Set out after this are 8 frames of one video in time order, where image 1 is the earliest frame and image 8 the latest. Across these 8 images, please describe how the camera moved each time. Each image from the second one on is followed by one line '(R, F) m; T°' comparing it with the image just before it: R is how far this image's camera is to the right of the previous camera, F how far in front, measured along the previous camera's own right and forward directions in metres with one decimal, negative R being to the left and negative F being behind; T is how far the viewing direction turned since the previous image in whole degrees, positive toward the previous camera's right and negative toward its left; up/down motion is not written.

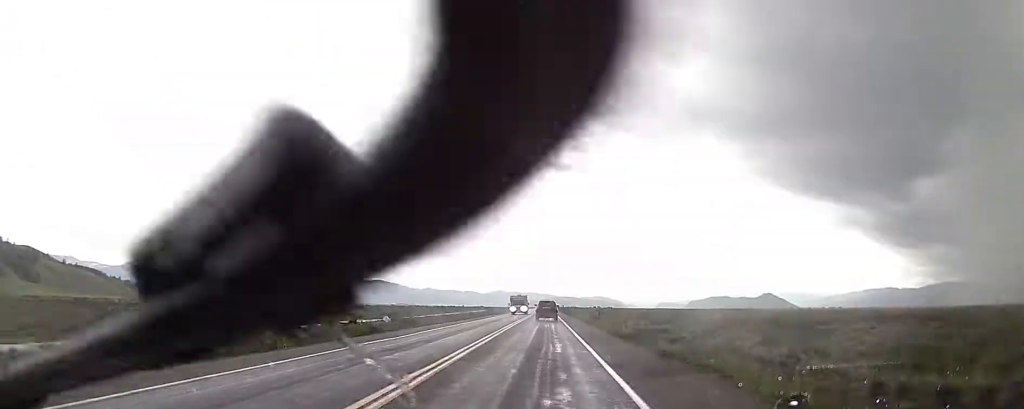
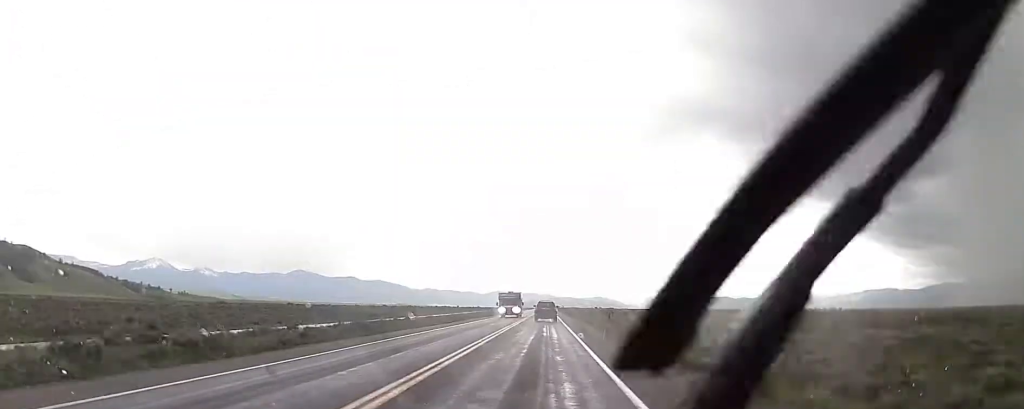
(-0.1, +11.7) m; 0°
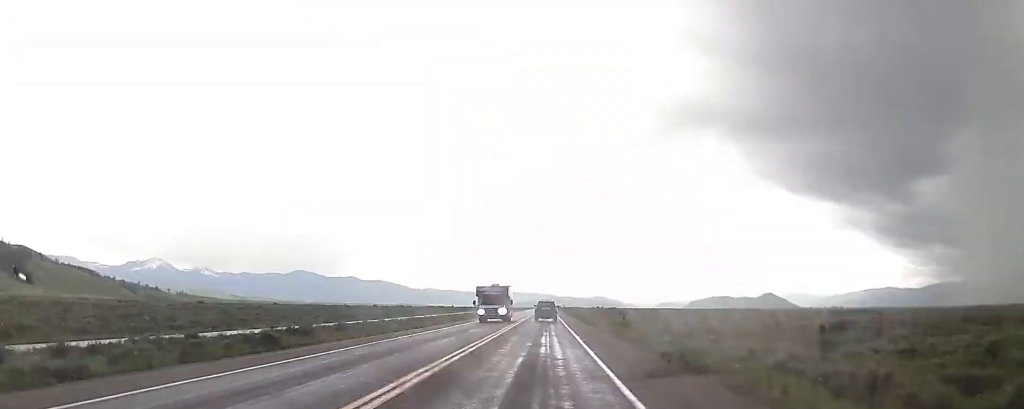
(+0.2, +11.5) m; 0°
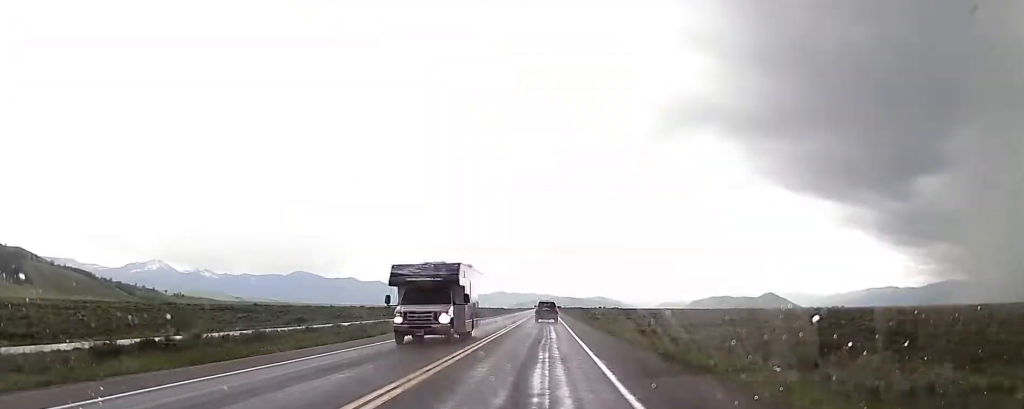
(+0.1, +13.8) m; 0°
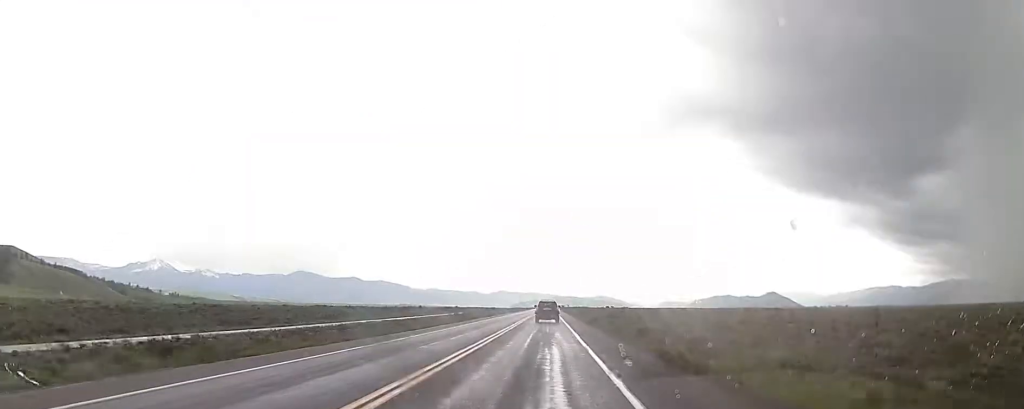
(-0.1, +34.5) m; 0°
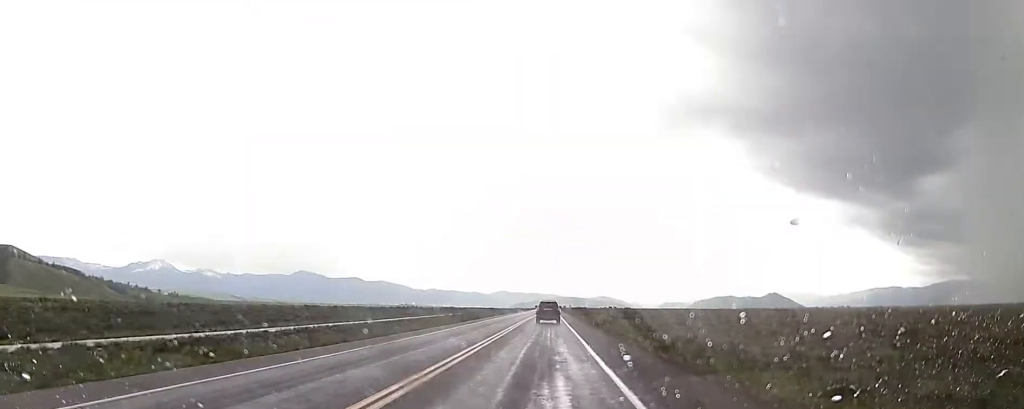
(+0.2, +9.2) m; 0°
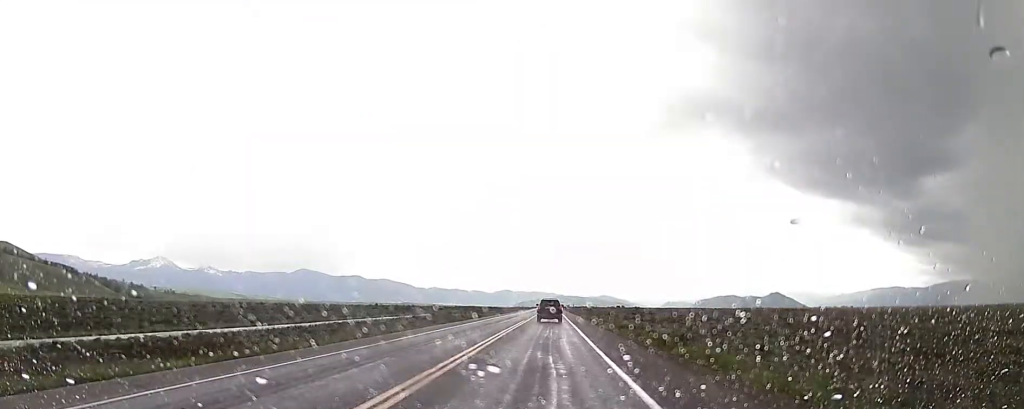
(-0.4, +27.4) m; -1°
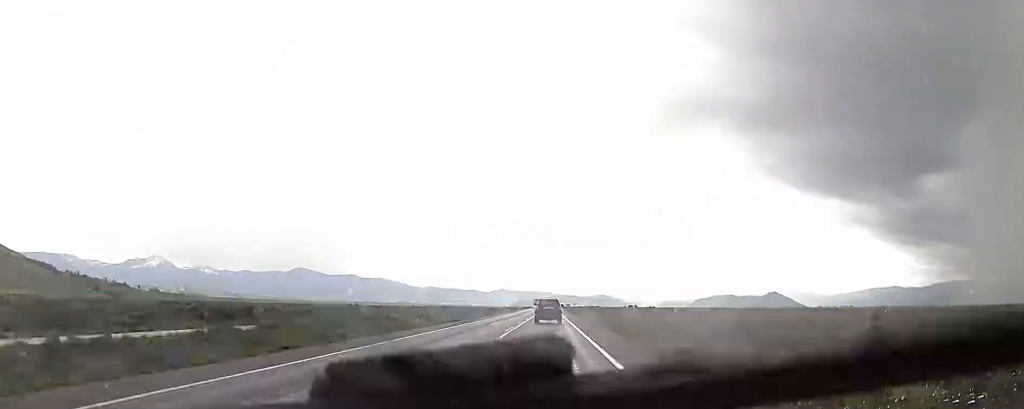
(0.0, +54.7) m; 0°
